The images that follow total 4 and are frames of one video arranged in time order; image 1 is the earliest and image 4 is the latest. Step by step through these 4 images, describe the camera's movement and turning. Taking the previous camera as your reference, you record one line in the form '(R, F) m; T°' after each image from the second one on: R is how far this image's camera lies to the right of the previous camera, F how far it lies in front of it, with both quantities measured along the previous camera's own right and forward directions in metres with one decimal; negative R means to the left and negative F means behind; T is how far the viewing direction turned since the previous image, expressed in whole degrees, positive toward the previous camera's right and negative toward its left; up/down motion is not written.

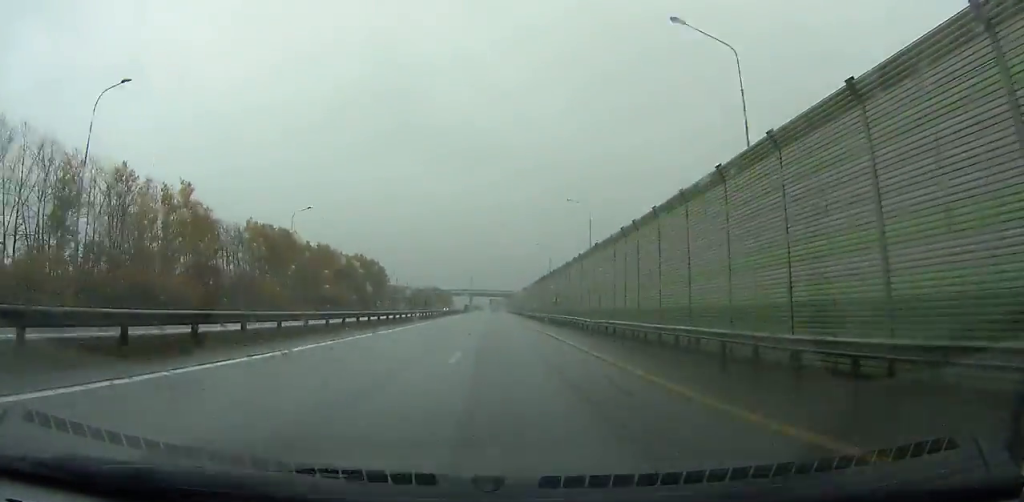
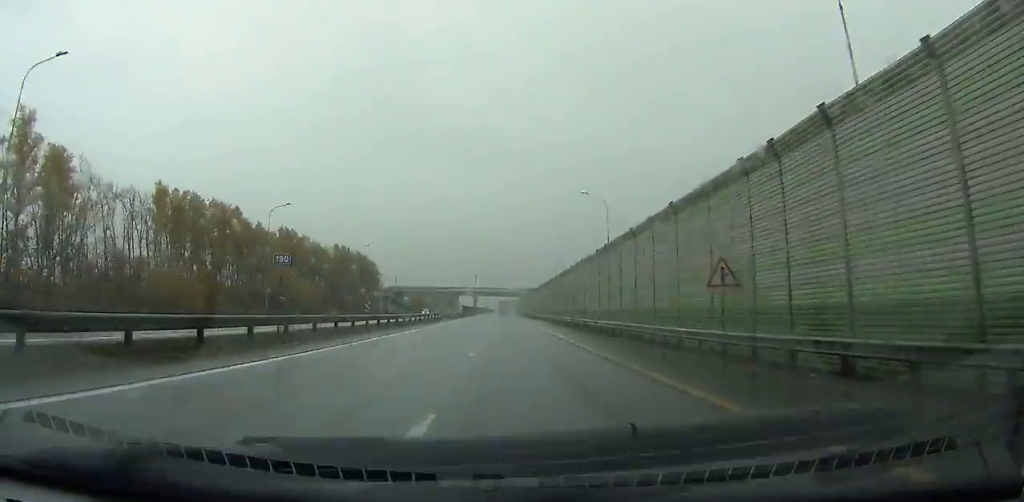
(-0.2, +45.4) m; 0°
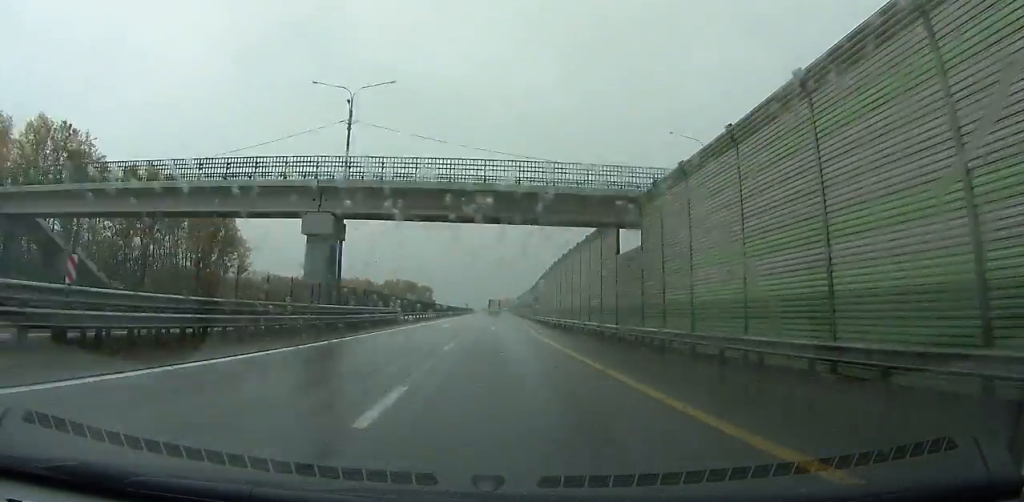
(-0.4, +143.3) m; 0°
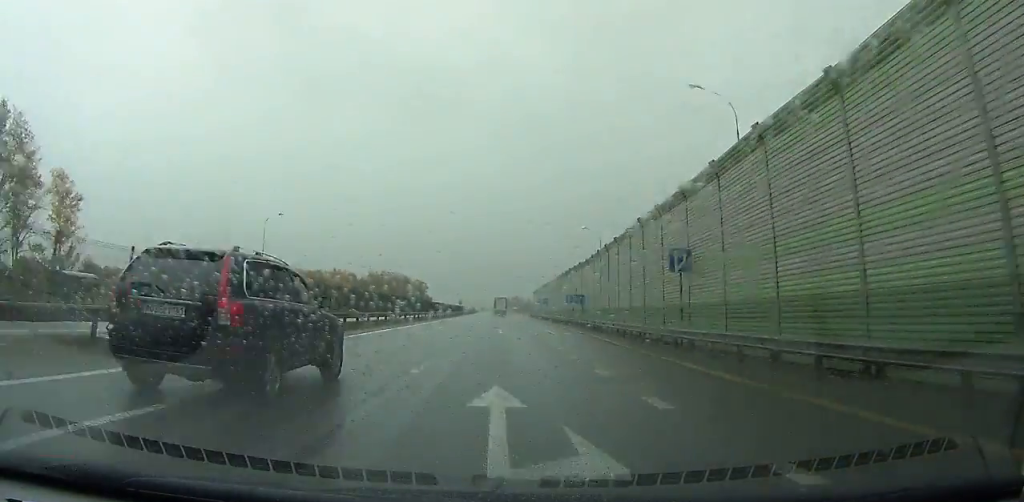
(0.0, +65.2) m; 0°
